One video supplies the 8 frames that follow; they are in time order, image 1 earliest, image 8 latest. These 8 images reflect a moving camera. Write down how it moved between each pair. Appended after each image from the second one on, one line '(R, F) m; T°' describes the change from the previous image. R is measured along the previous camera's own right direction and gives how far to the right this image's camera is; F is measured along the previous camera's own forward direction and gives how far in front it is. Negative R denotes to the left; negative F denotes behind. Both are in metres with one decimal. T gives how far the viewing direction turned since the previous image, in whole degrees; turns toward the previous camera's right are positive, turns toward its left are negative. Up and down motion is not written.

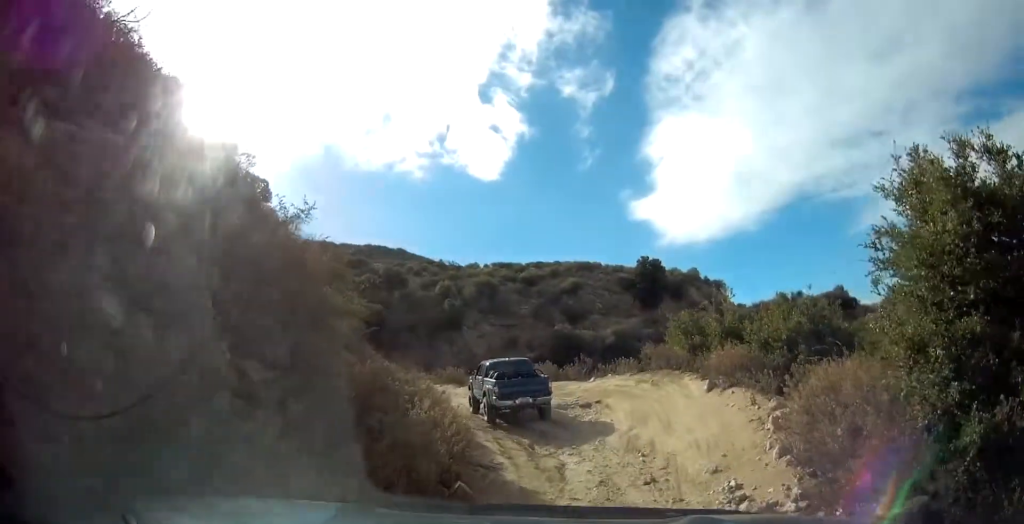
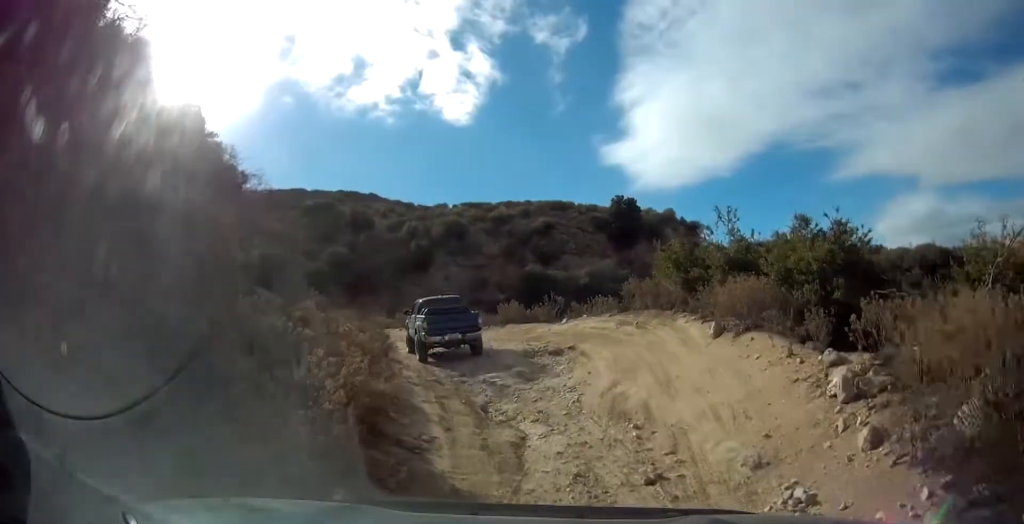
(0.0, +3.2) m; +1°
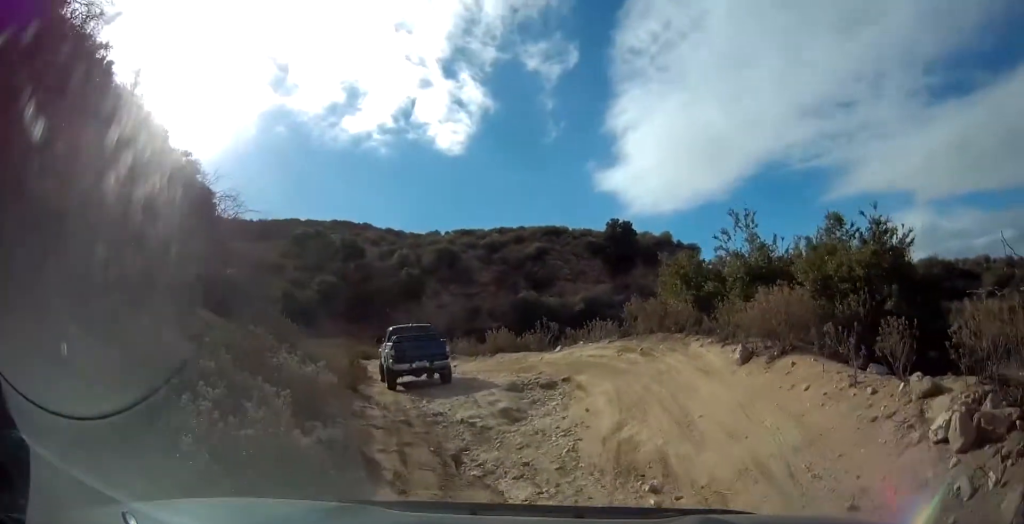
(0.0, +2.0) m; +2°
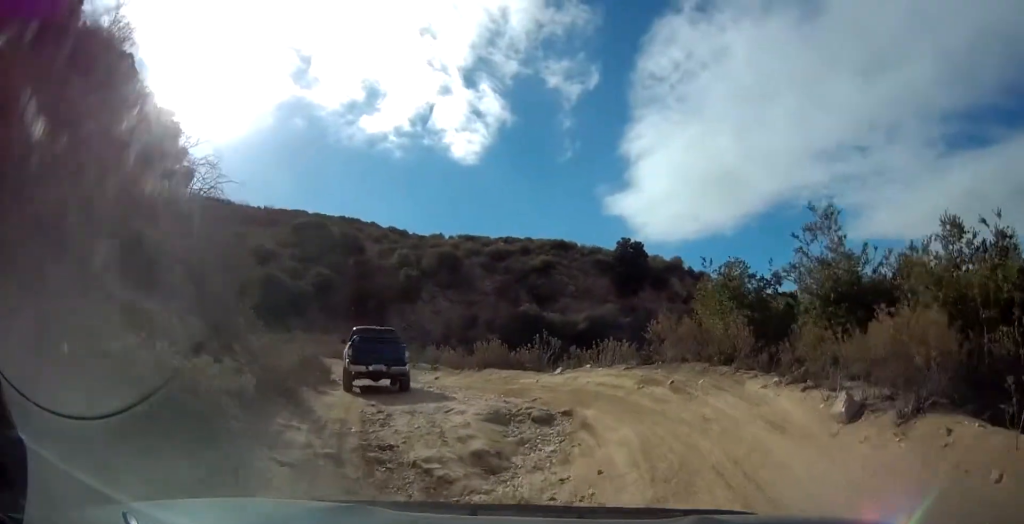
(+0.1, +3.1) m; +1°
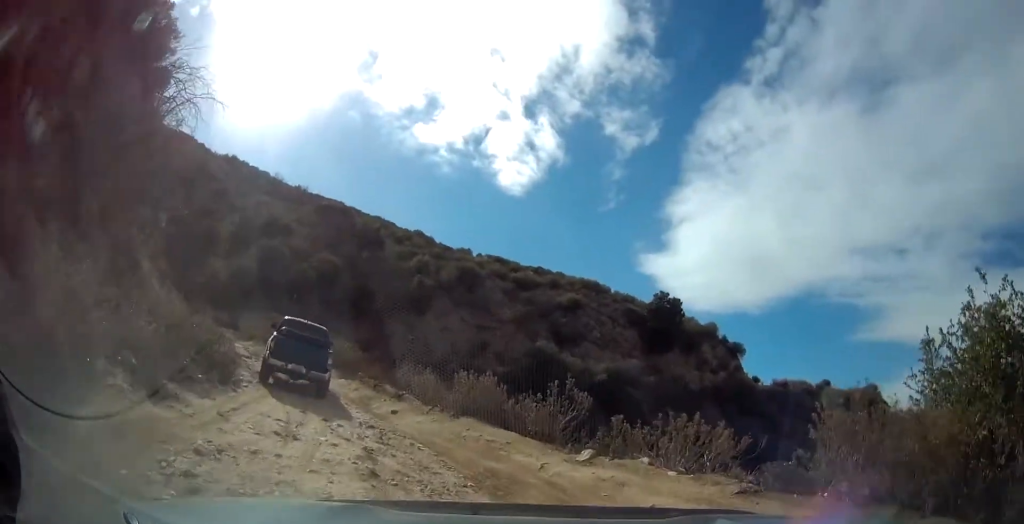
(-0.2, +6.8) m; -4°
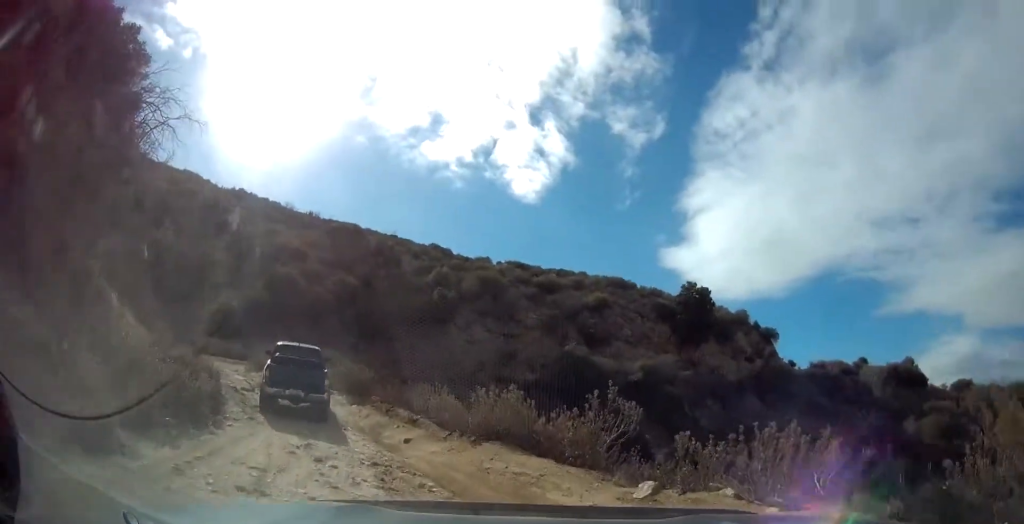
(+0.1, +2.7) m; -6°
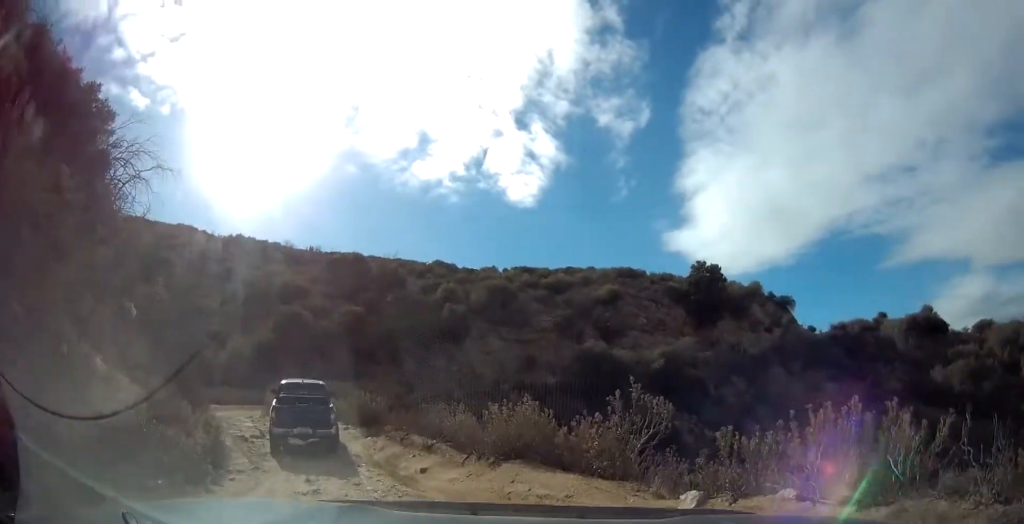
(-0.2, +1.1) m; -4°
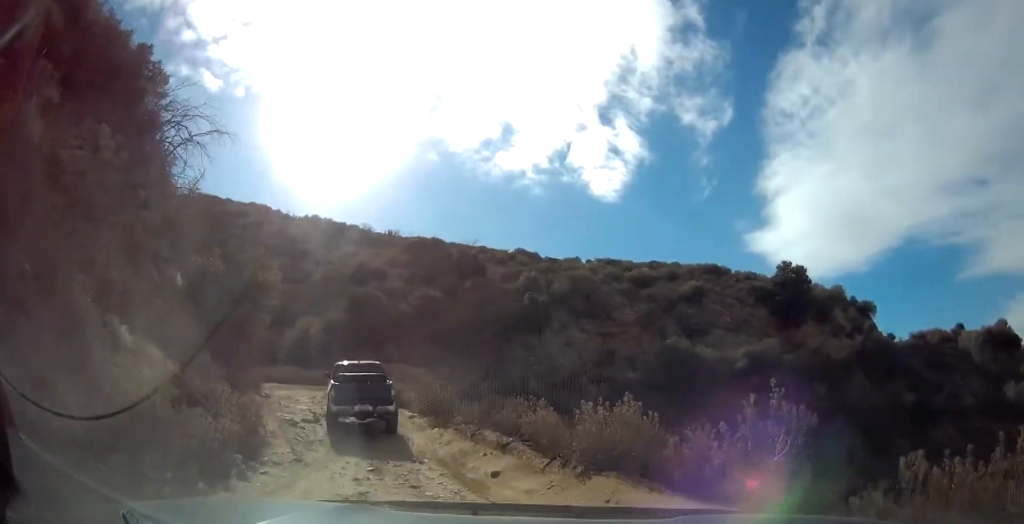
(-0.2, +1.9) m; -6°
